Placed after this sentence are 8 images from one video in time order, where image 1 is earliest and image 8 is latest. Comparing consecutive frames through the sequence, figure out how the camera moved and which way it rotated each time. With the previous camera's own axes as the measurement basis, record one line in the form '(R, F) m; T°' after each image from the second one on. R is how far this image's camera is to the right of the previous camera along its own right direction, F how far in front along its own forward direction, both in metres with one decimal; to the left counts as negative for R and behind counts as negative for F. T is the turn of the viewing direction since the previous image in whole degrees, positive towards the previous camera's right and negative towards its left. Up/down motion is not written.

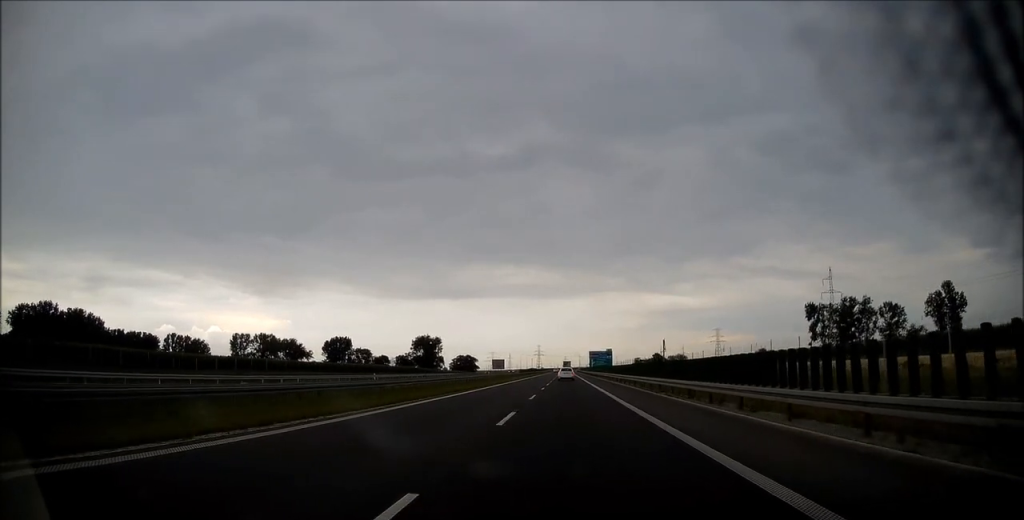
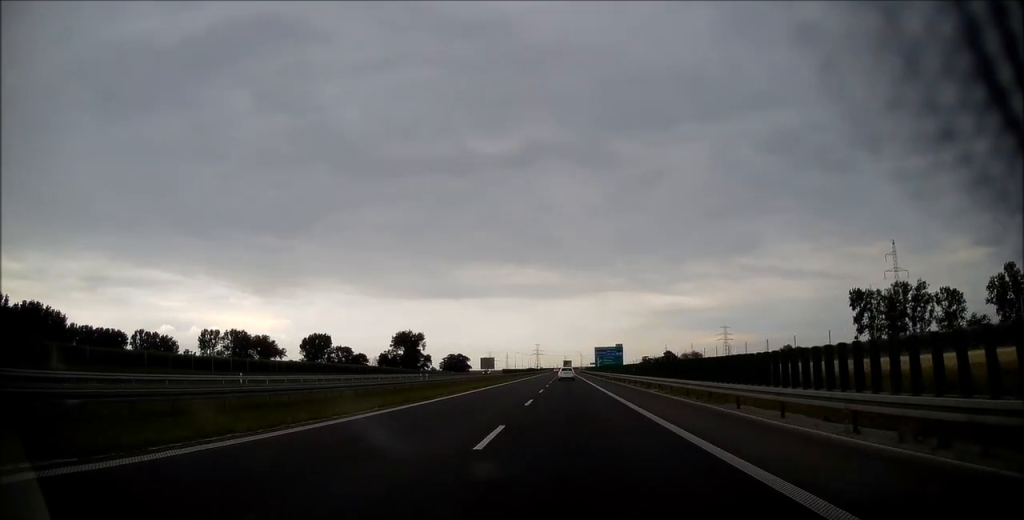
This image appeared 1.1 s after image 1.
(+0.2, +39.4) m; 0°
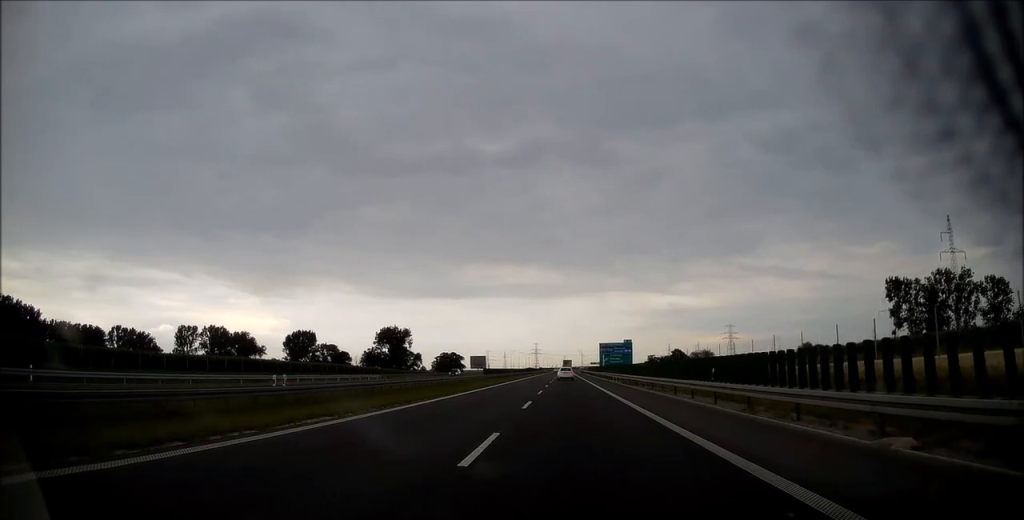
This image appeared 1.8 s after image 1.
(0.0, +25.0) m; 0°
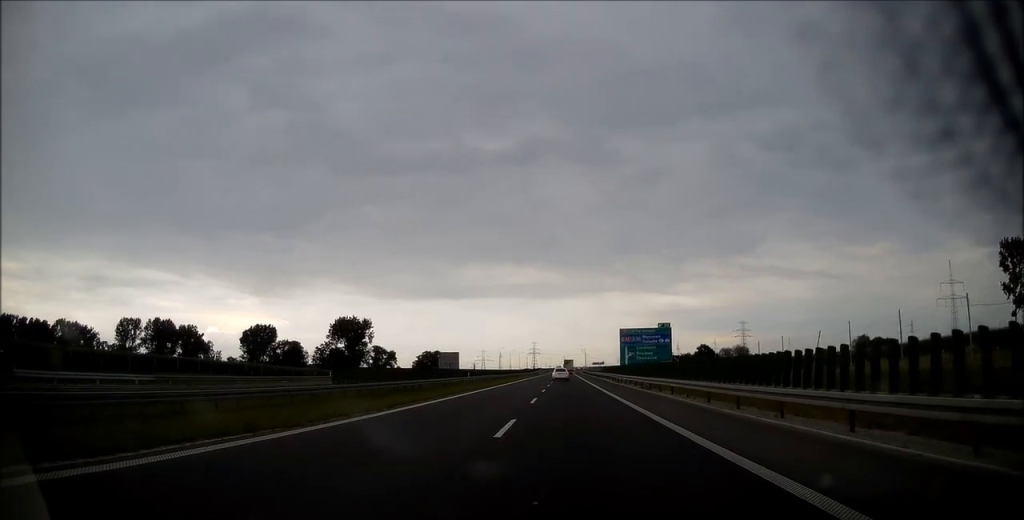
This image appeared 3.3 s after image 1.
(0.0, +54.7) m; 0°
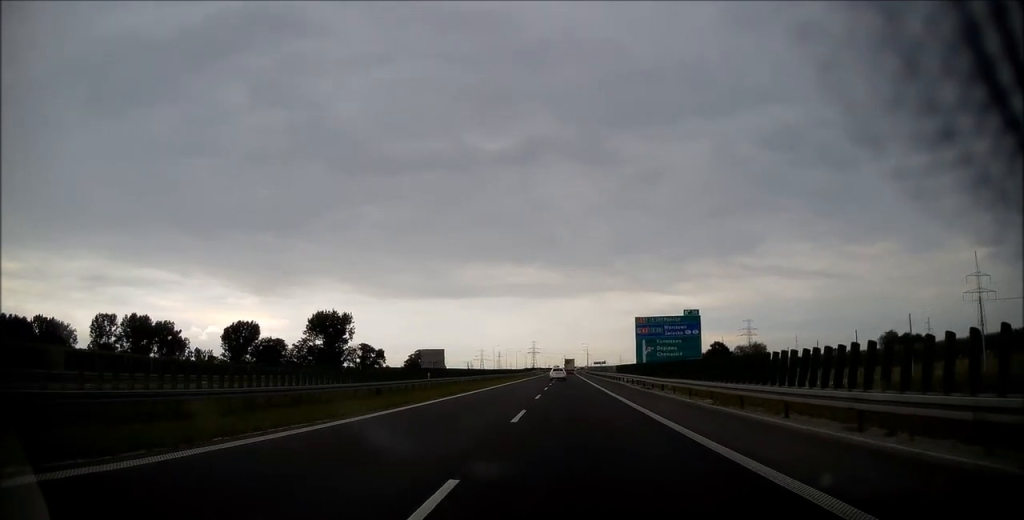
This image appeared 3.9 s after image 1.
(0.0, +19.0) m; 0°
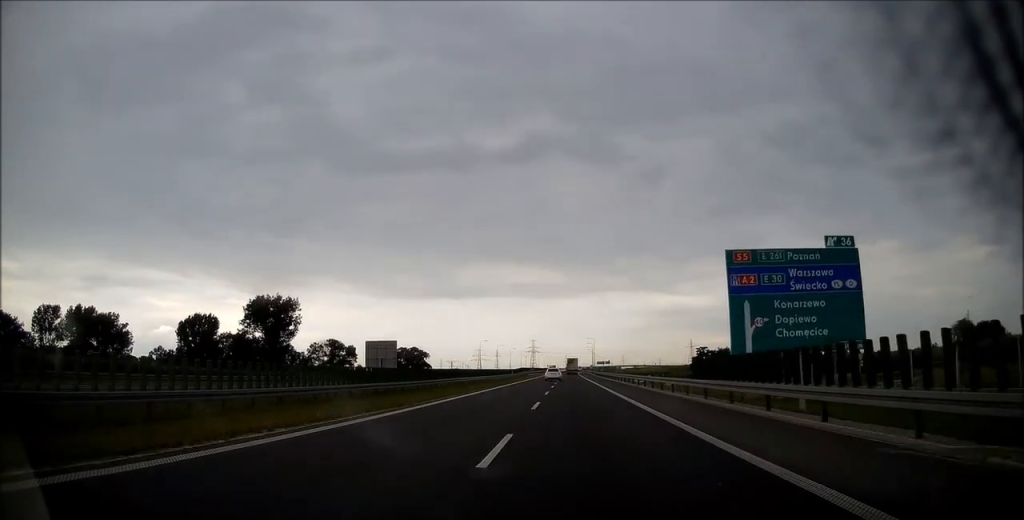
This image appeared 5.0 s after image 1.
(+0.1, +41.6) m; 0°
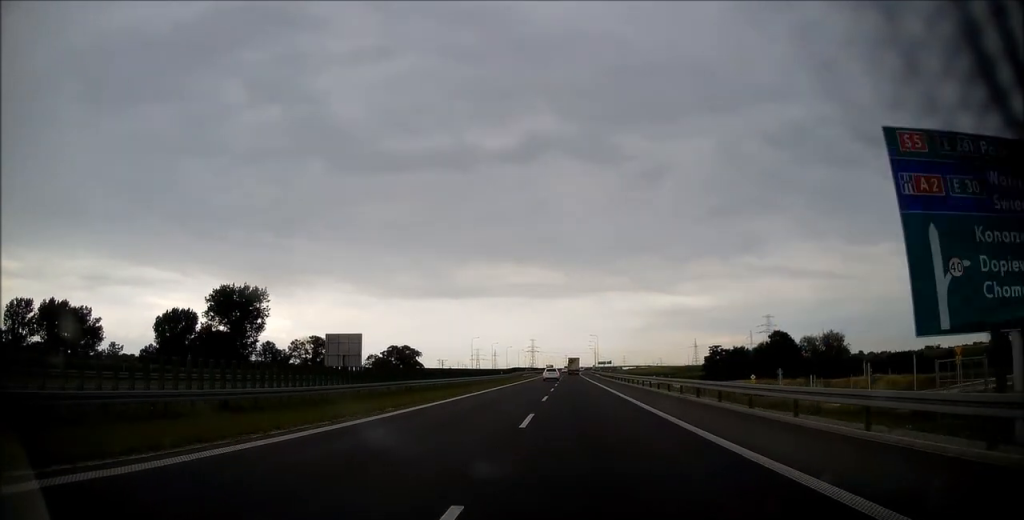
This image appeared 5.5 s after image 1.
(0.0, +17.9) m; 0°
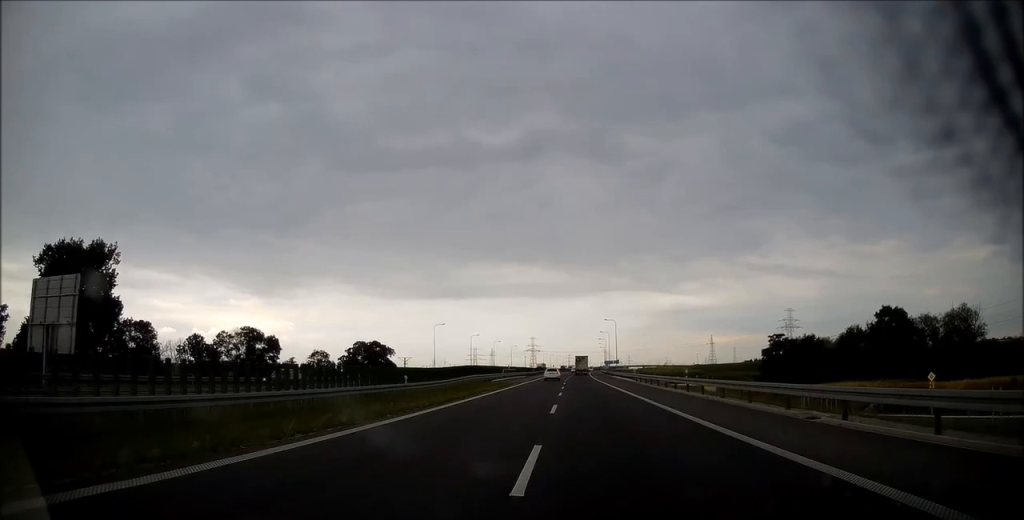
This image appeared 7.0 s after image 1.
(0.0, +53.6) m; 0°
